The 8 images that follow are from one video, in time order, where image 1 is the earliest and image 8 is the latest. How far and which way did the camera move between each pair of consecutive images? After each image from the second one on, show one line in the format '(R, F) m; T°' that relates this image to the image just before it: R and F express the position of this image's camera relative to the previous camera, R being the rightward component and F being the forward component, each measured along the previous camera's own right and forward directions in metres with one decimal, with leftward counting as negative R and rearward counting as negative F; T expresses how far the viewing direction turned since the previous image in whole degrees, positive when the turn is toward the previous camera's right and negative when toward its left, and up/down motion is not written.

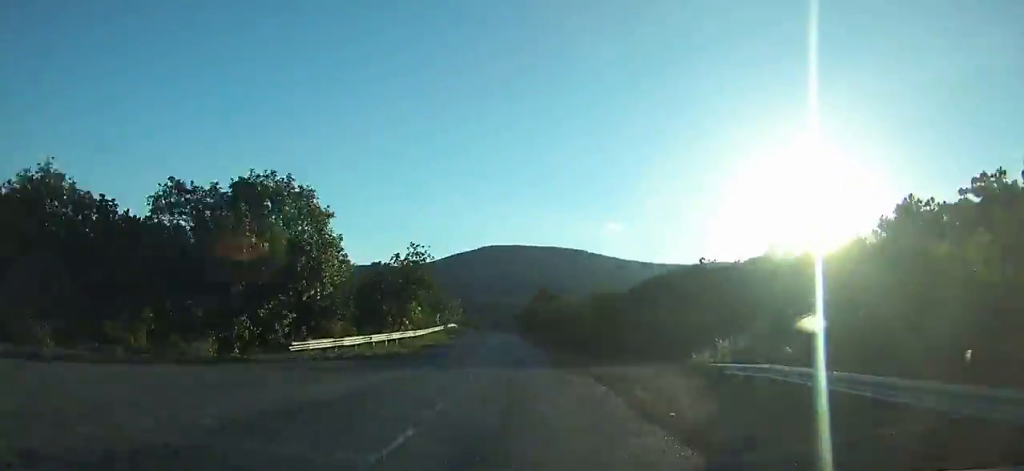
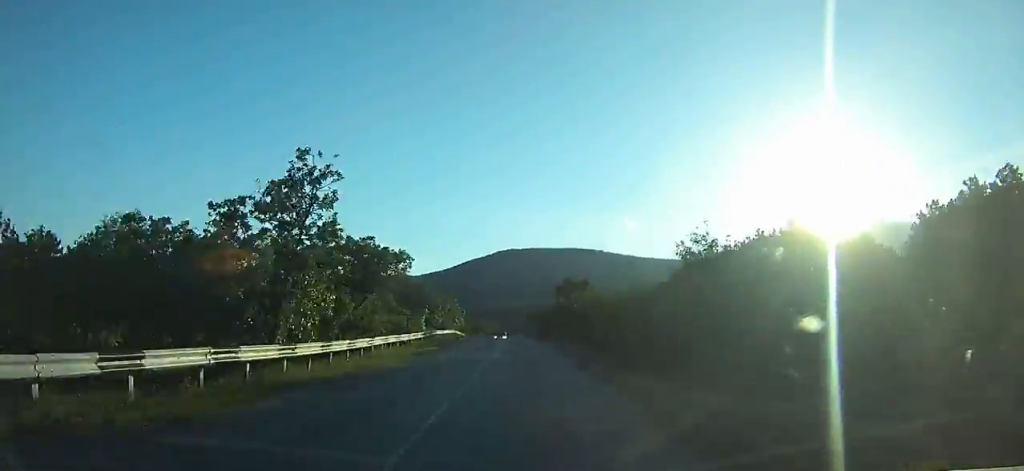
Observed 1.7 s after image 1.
(-0.7, +20.0) m; -3°
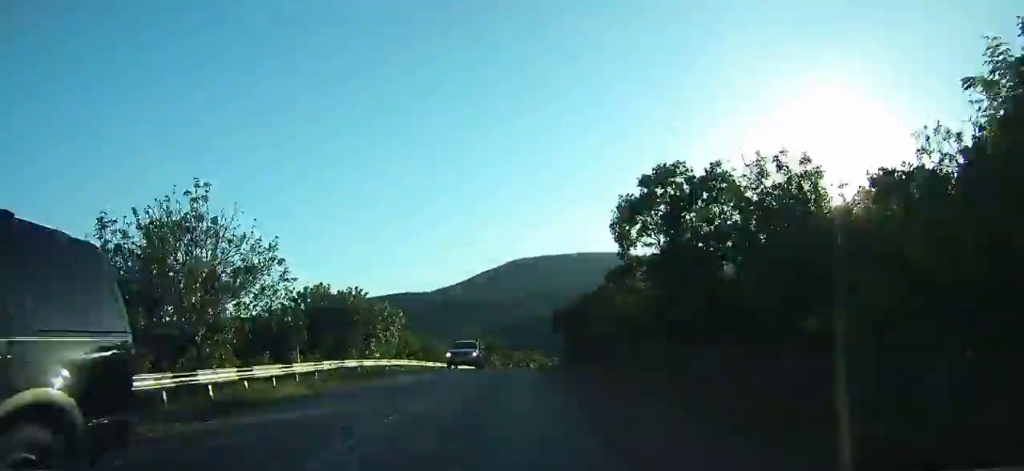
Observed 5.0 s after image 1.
(-1.4, +41.1) m; -2°
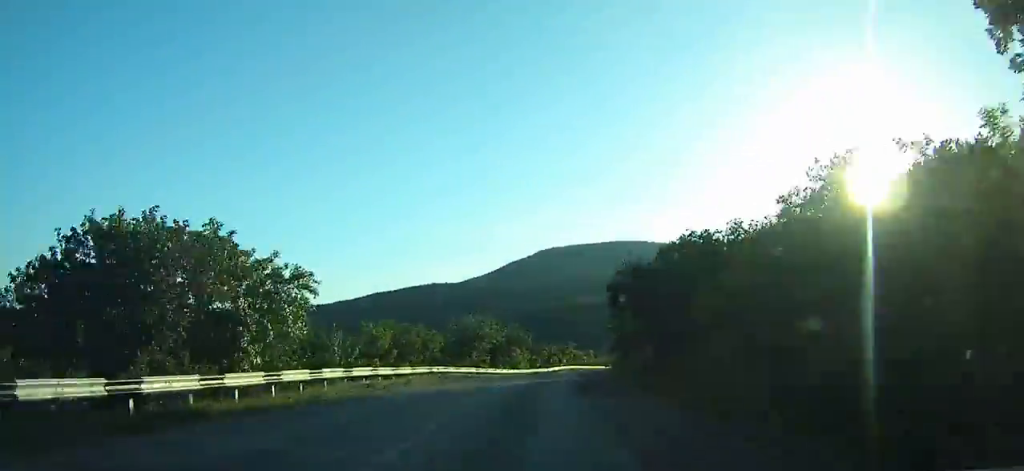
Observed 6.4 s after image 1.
(-0.5, +18.1) m; 0°
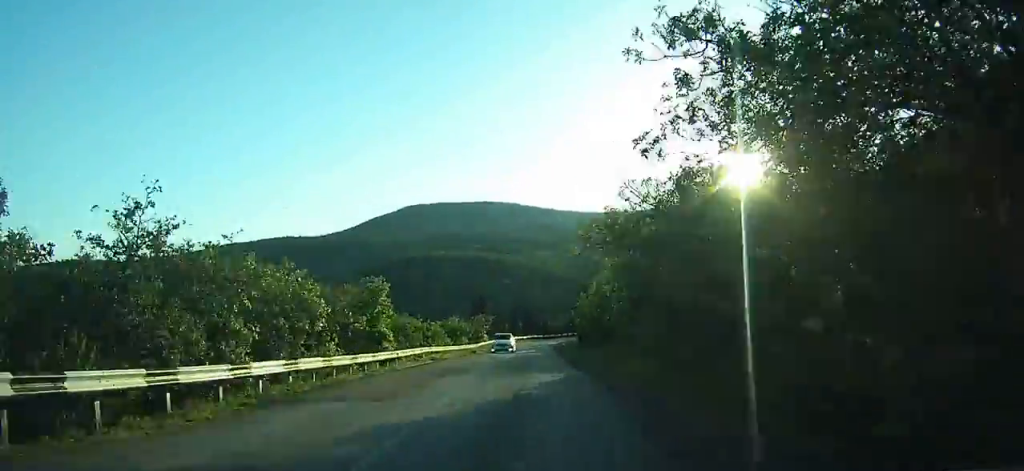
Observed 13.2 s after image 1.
(+8.3, +95.1) m; +9°
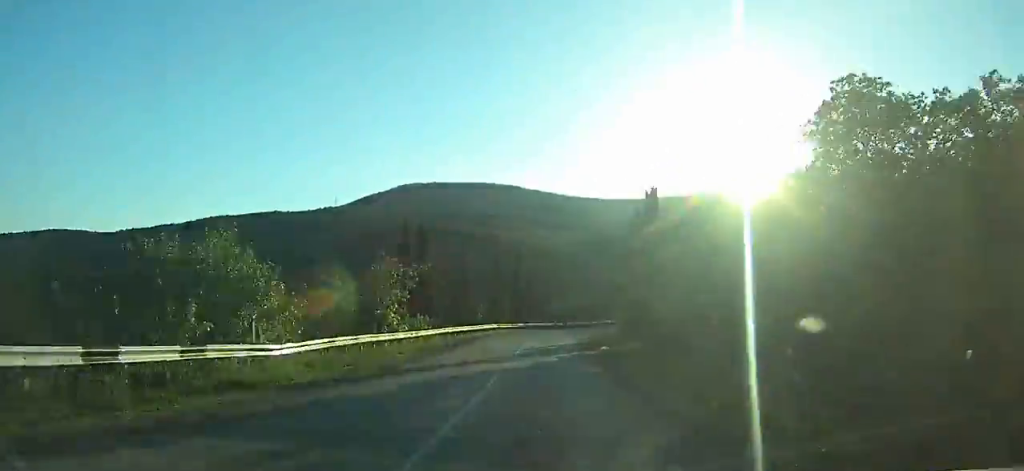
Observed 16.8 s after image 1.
(+1.4, +53.8) m; +4°
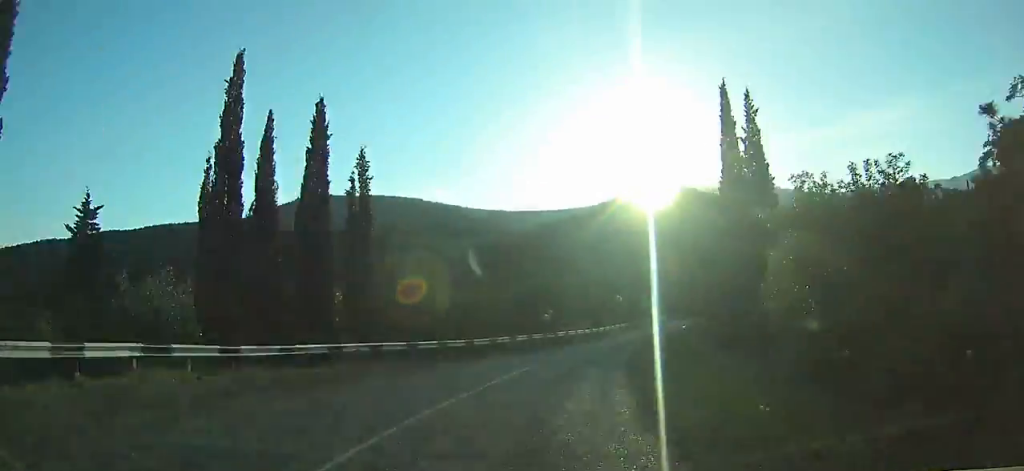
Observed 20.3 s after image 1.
(+3.2, +52.2) m; +10°
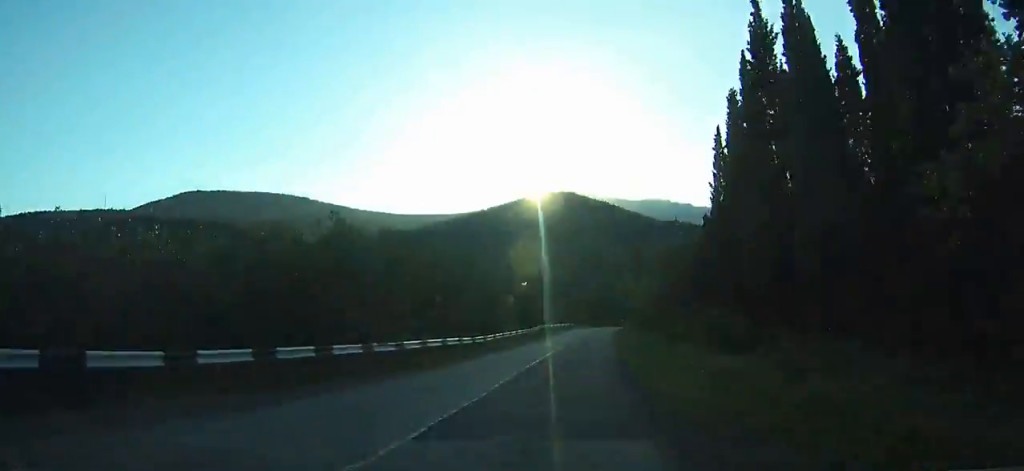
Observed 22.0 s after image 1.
(+0.6, +25.3) m; +6°
